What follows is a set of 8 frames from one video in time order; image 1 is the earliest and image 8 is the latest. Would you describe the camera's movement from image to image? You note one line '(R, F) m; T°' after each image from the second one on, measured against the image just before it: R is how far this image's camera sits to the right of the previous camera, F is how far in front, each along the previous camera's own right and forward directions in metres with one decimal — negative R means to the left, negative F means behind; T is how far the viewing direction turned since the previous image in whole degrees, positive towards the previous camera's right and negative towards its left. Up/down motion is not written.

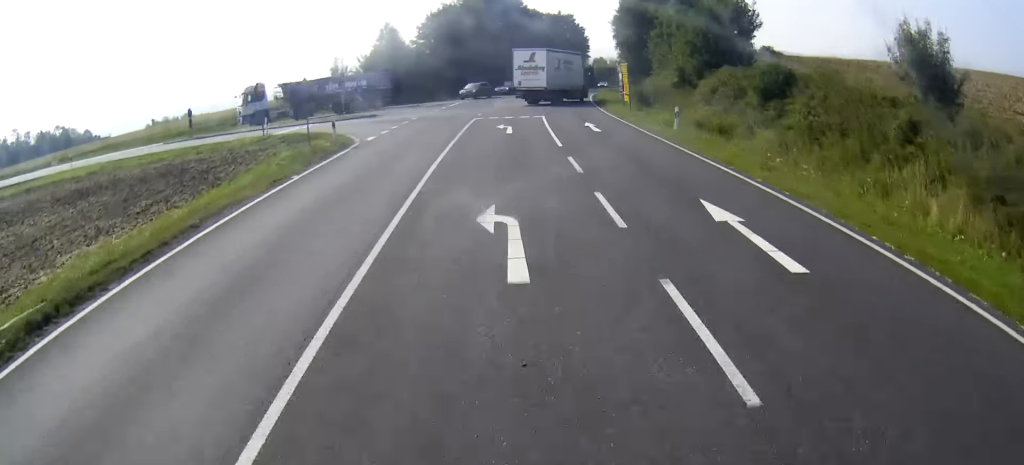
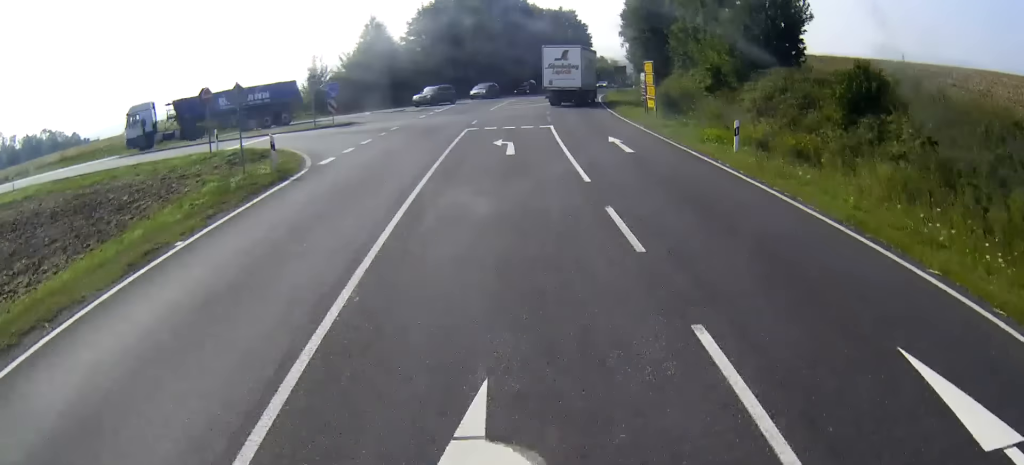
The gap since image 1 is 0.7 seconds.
(0.0, +8.4) m; +1°
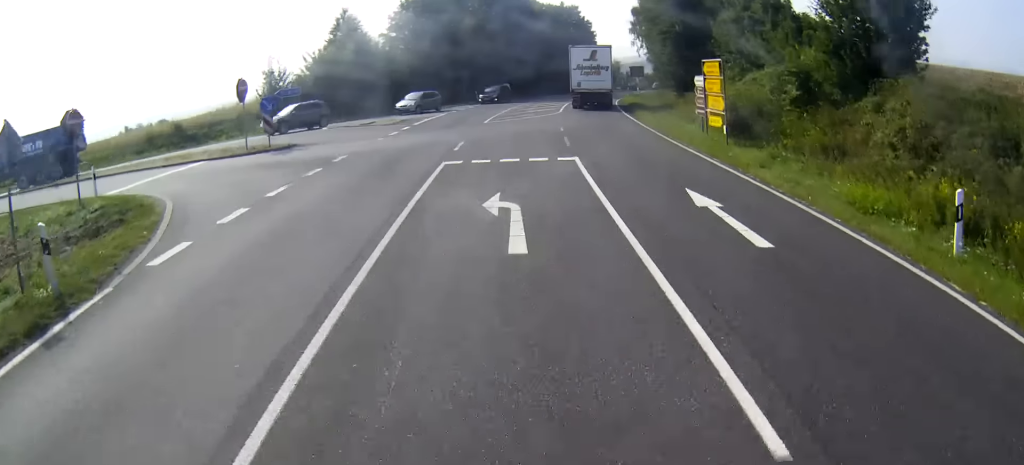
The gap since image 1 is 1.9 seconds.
(+0.2, +12.2) m; +1°
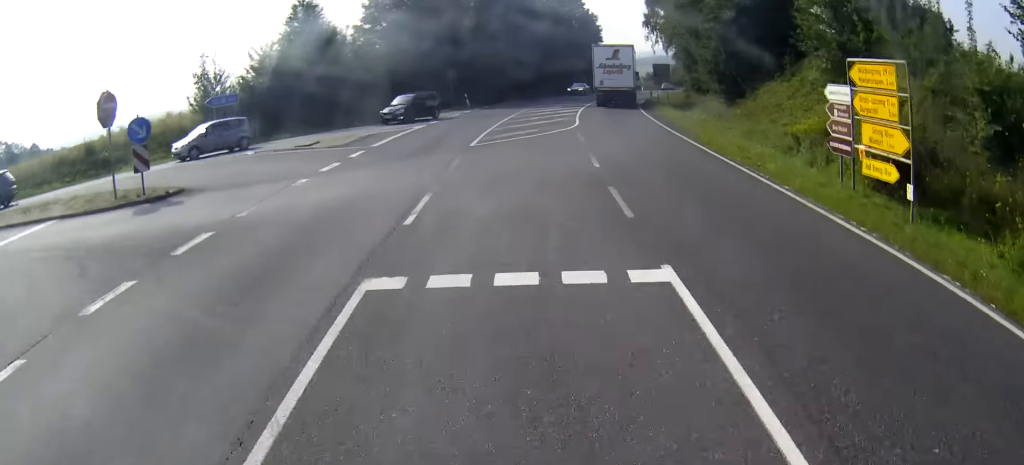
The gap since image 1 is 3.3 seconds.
(0.0, +13.1) m; 0°
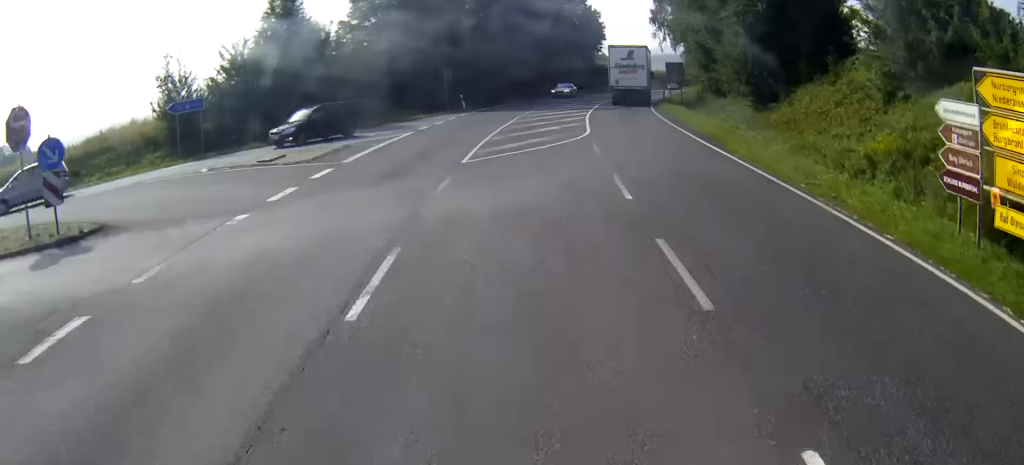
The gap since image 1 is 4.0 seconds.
(0.0, +5.6) m; 0°
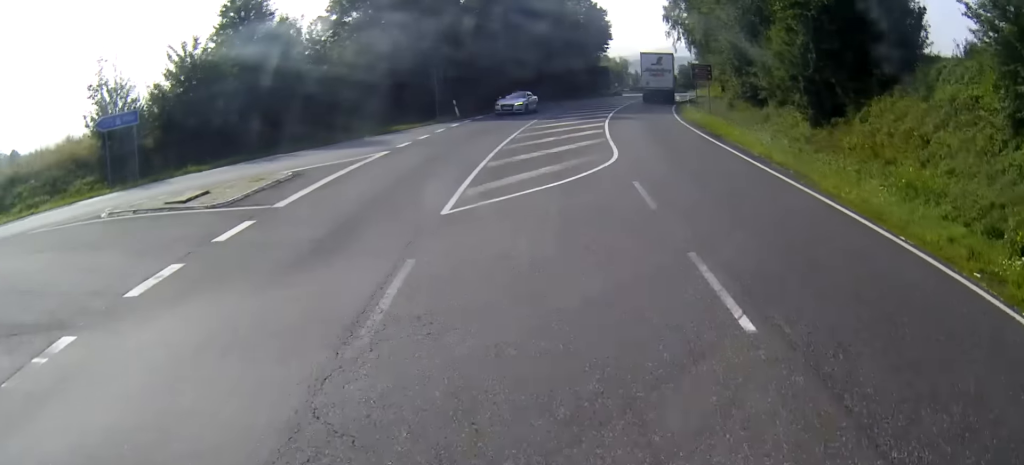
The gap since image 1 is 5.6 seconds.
(-0.1, +9.3) m; 0°
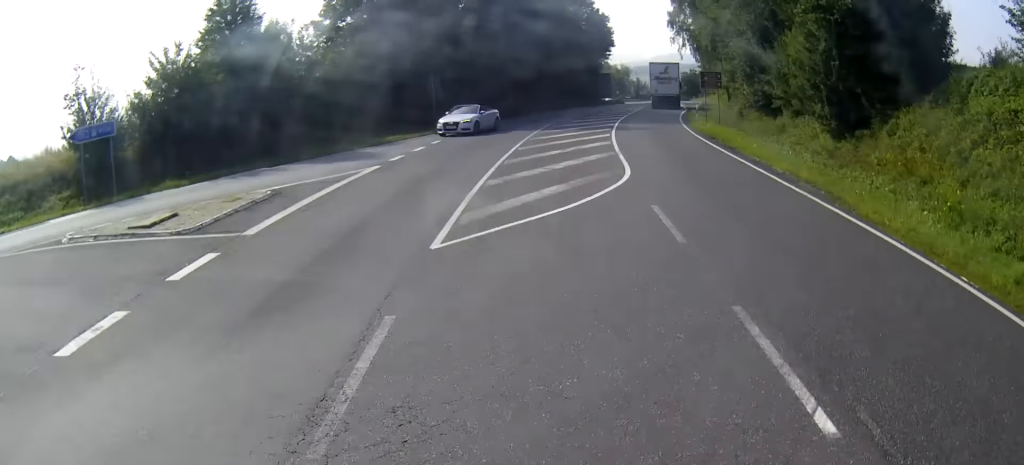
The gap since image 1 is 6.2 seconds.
(+0.1, +2.8) m; +2°
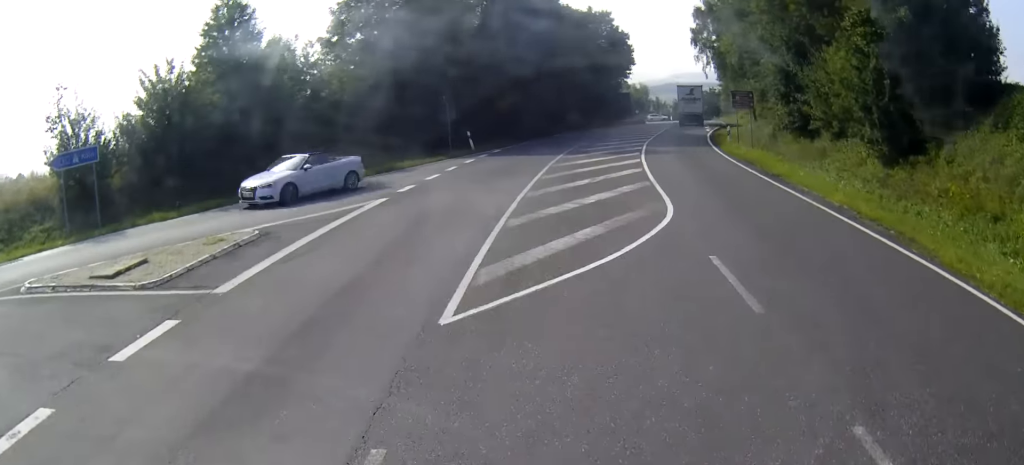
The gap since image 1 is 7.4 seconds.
(+0.1, +3.5) m; -2°
